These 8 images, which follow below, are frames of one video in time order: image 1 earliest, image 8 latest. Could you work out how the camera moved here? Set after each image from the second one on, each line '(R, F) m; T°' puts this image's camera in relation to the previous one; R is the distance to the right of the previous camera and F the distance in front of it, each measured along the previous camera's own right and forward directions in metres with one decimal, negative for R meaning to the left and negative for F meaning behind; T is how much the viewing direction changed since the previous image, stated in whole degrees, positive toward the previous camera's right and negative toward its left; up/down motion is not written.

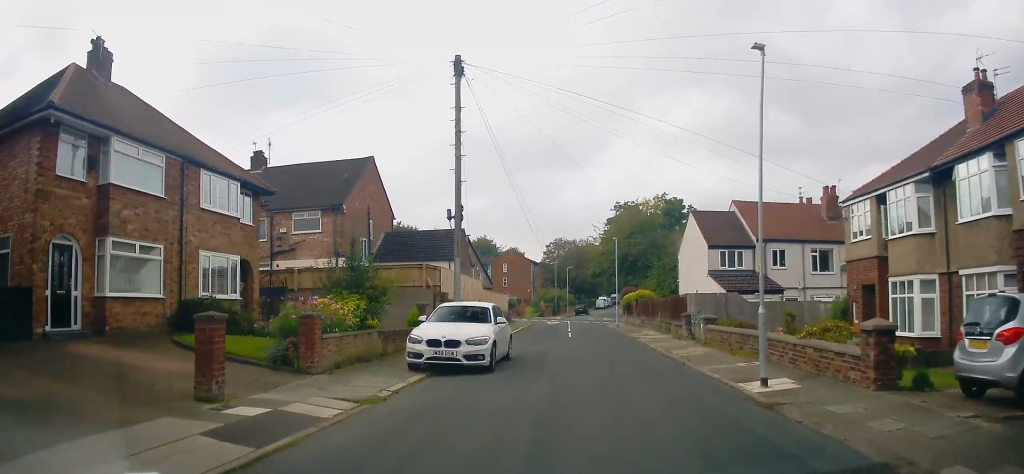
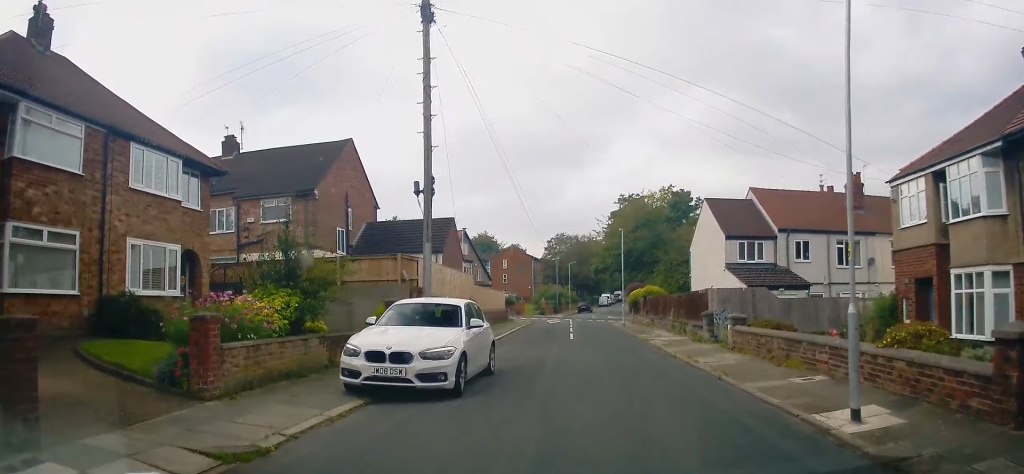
(0.0, +3.5) m; -1°
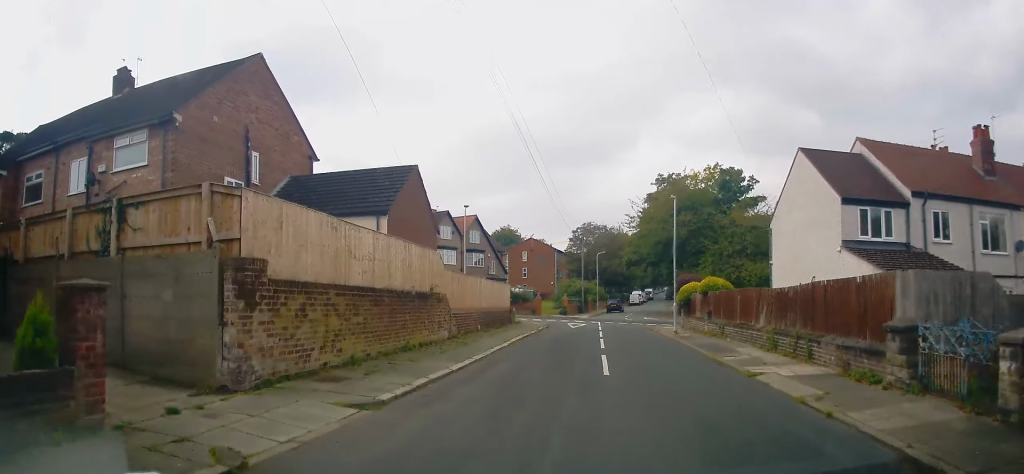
(-0.5, +11.6) m; -3°
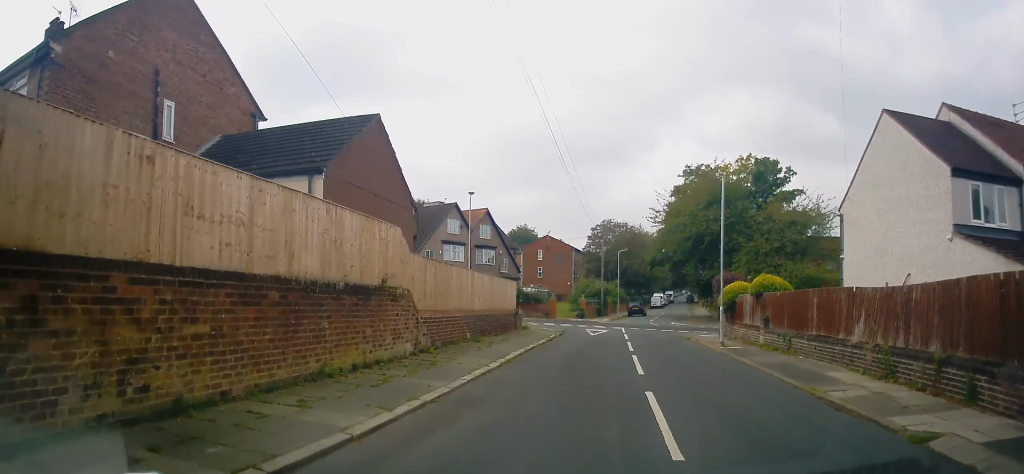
(-0.1, +5.8) m; -1°
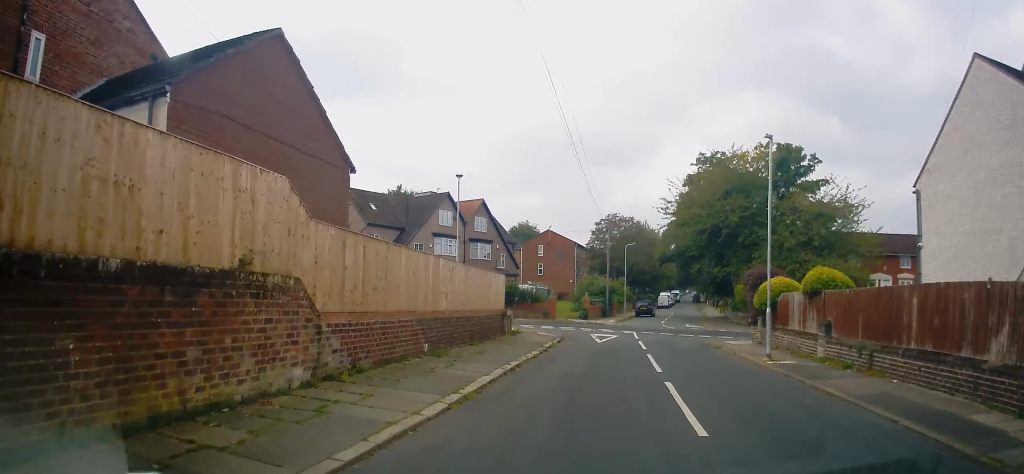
(0.0, +5.2) m; 0°
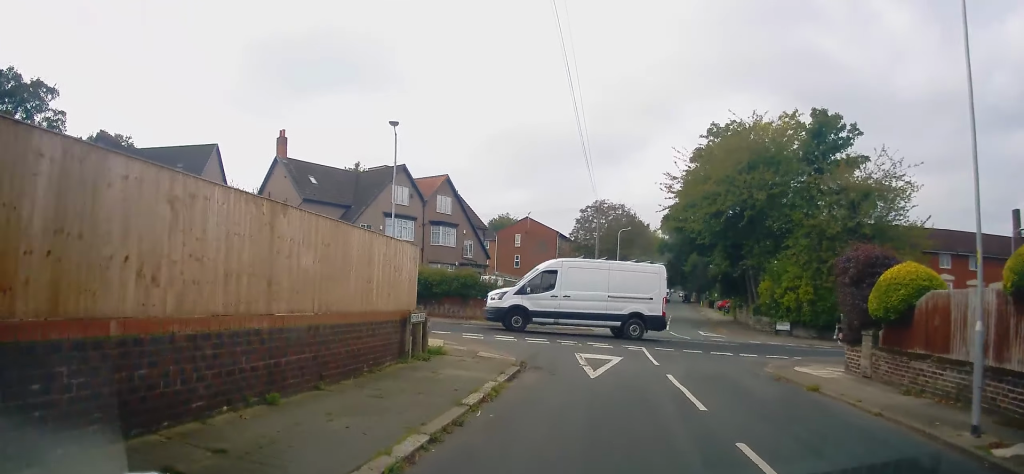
(-0.1, +10.3) m; 0°
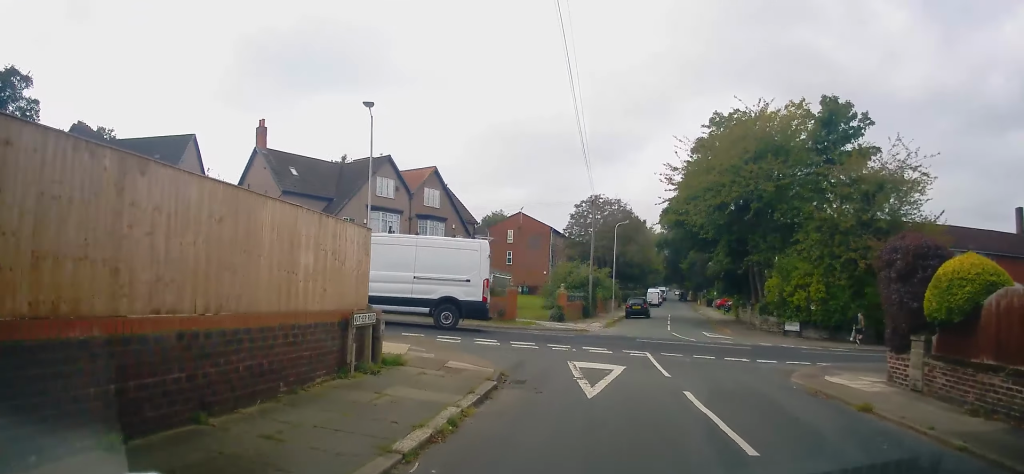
(-0.1, +2.5) m; +1°
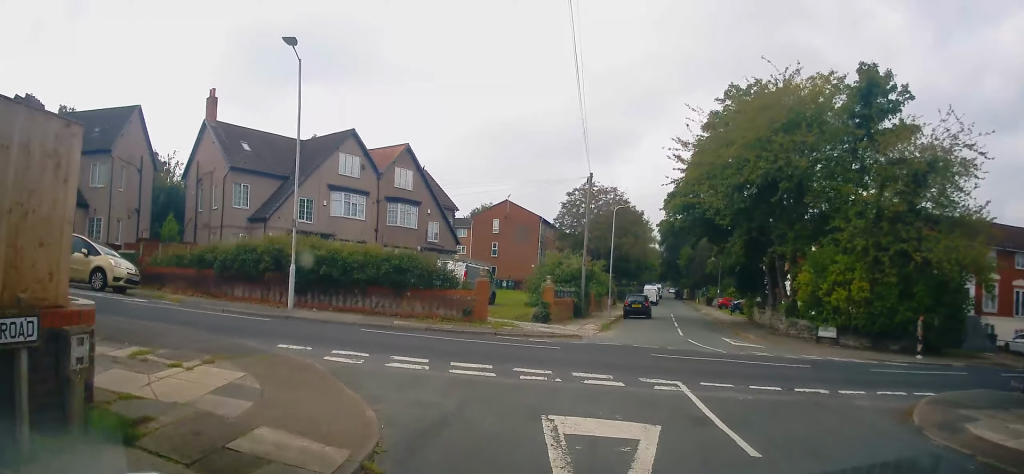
(+0.4, +6.2) m; -2°
